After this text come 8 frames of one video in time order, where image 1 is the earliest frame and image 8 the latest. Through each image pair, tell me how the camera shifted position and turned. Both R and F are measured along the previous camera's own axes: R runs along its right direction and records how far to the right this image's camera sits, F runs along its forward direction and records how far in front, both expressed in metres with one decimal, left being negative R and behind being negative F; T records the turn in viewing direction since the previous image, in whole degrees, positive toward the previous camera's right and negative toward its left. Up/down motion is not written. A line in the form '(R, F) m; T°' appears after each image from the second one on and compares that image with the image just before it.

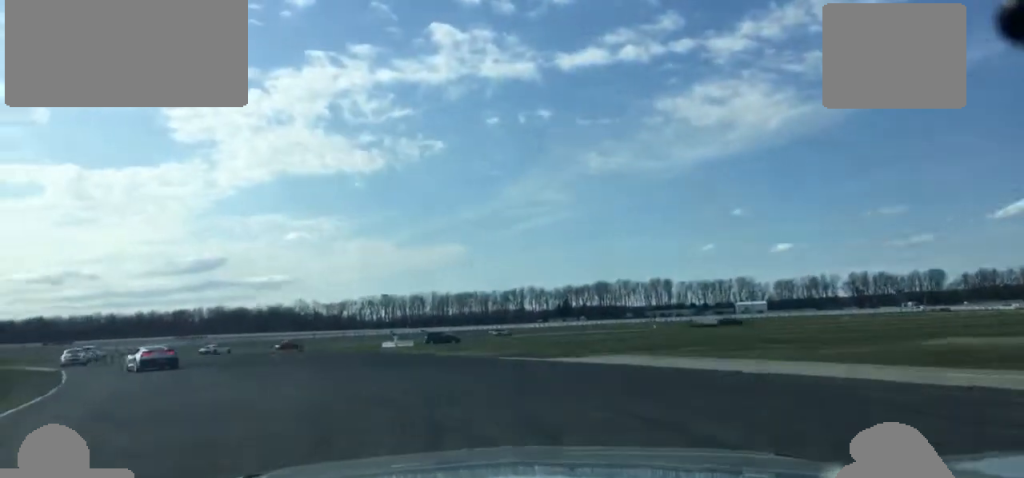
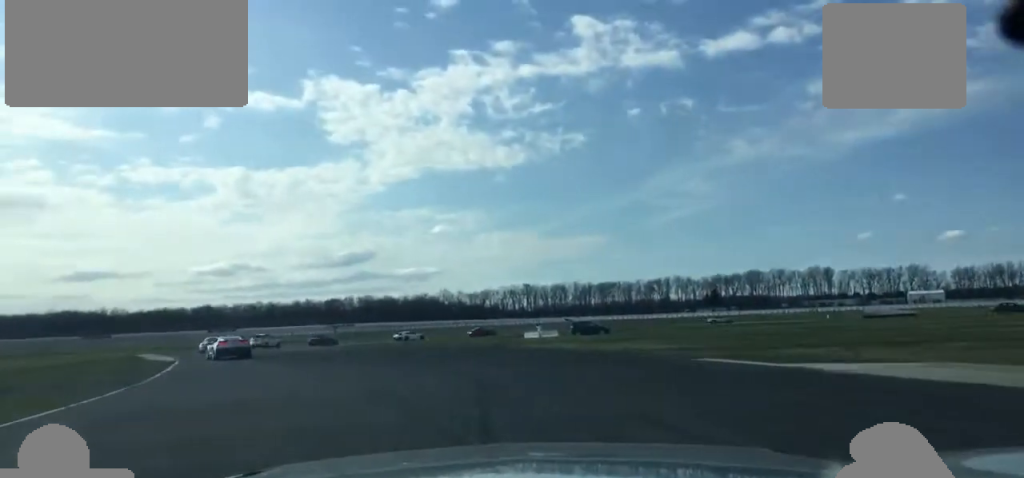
(-1.1, +9.5) m; -7°
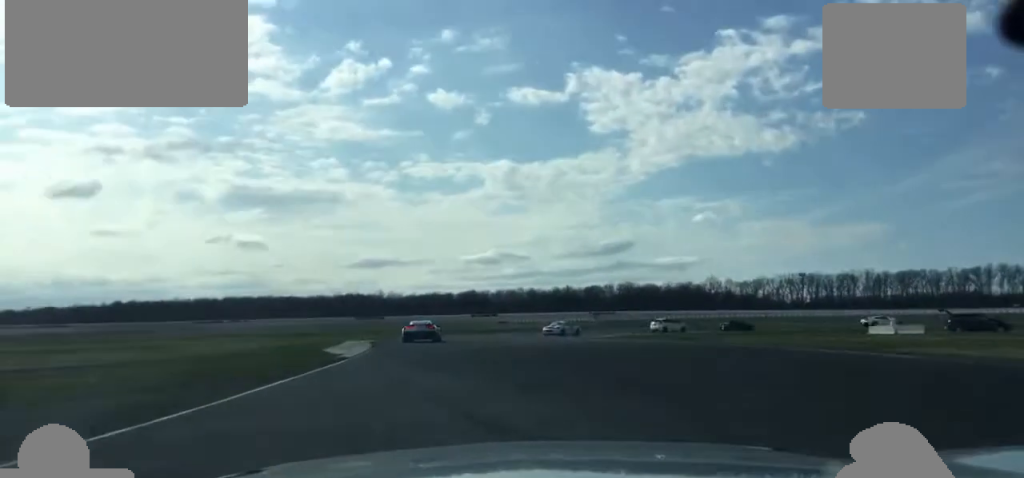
(-3.4, +23.4) m; -10°
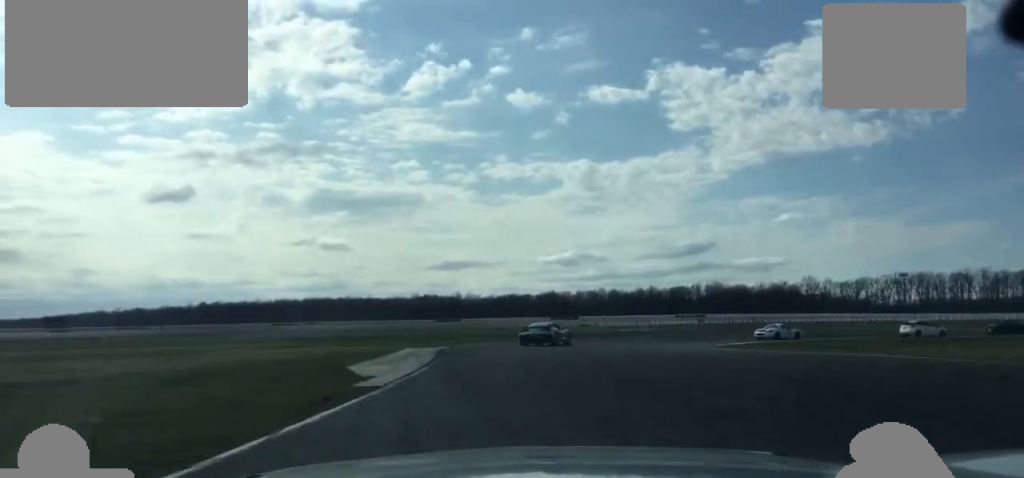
(-0.4, +12.6) m; 0°
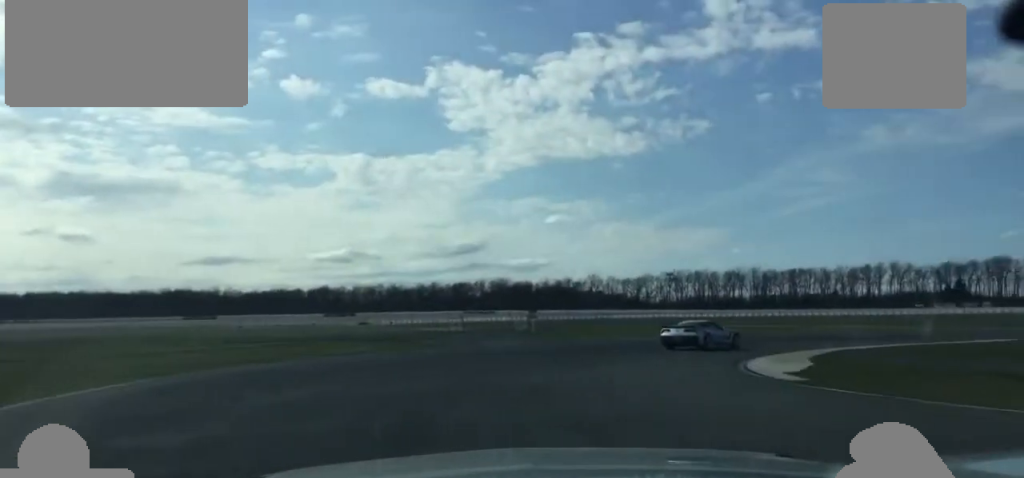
(+1.9, +30.9) m; +14°
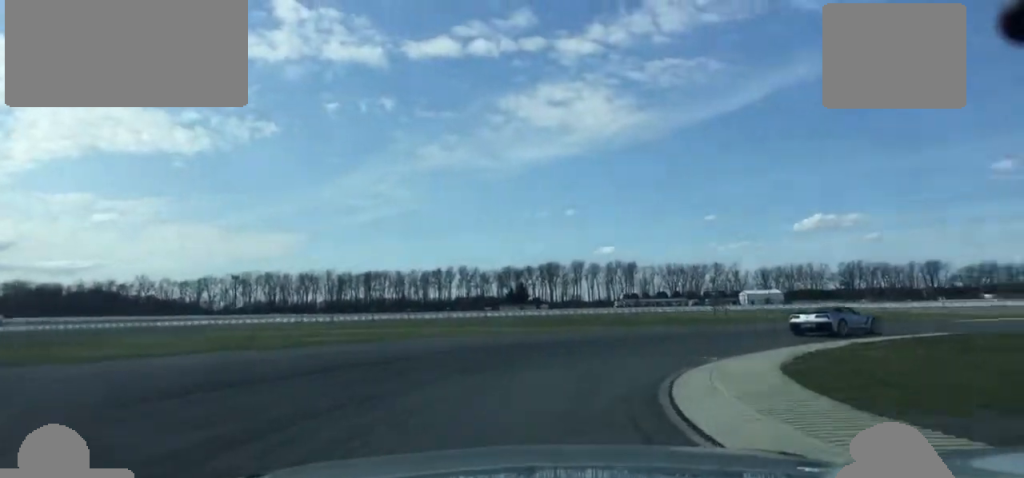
(+6.0, +26.4) m; +29°
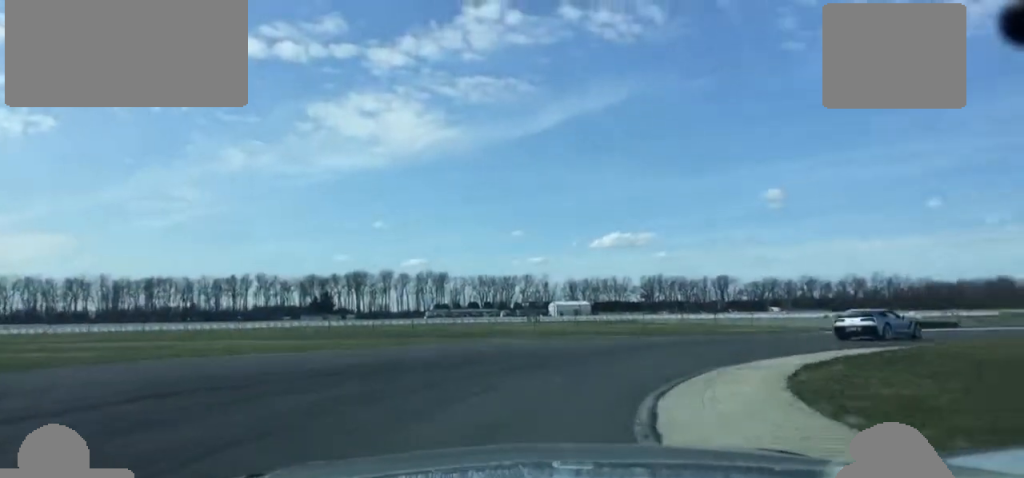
(+1.6, +10.5) m; +12°
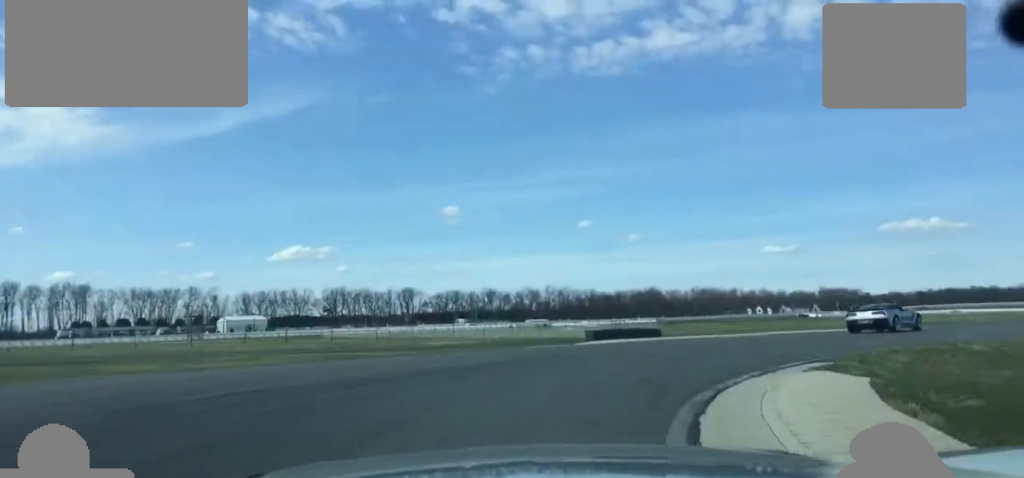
(+2.4, +15.5) m; +19°
